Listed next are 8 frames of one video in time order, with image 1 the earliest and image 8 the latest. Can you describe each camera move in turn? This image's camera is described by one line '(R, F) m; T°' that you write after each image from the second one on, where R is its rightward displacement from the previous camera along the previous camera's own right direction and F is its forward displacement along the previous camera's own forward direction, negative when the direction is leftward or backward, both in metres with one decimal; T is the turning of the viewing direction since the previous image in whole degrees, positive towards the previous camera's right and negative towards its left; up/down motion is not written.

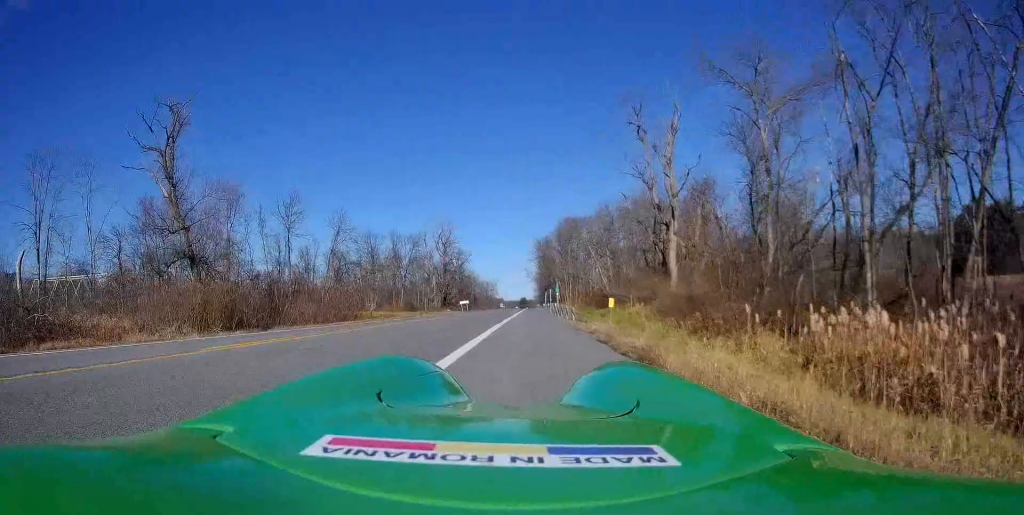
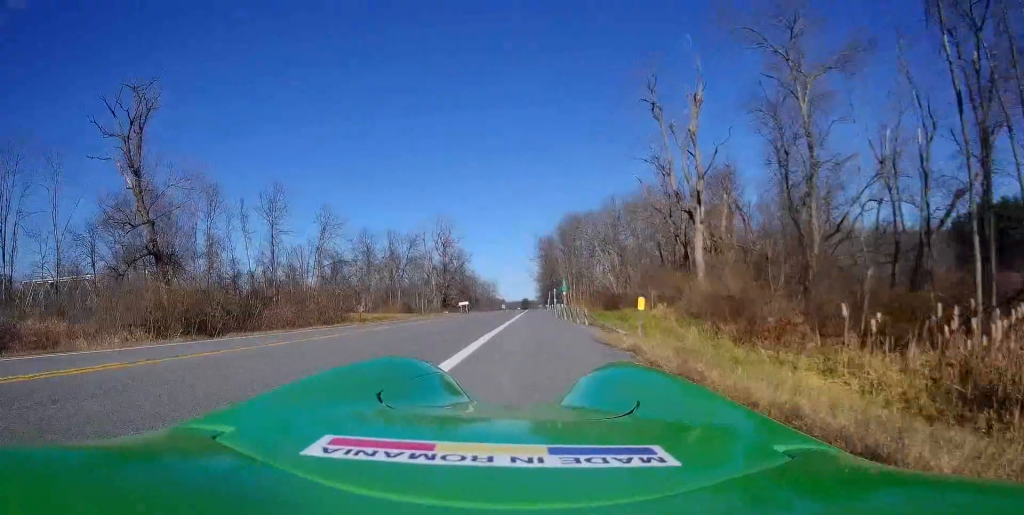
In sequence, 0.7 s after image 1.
(+0.2, +4.9) m; +2°
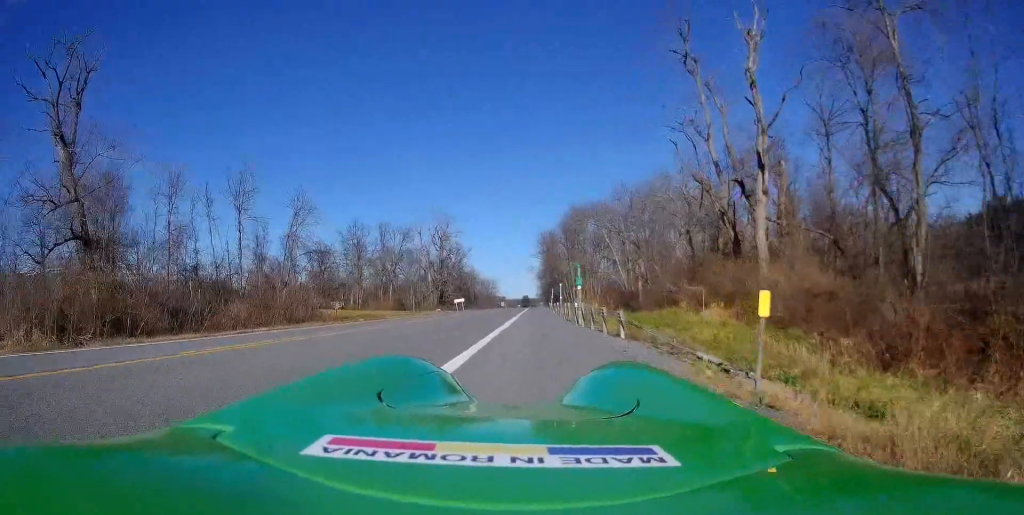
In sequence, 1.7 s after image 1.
(0.0, +7.4) m; -1°
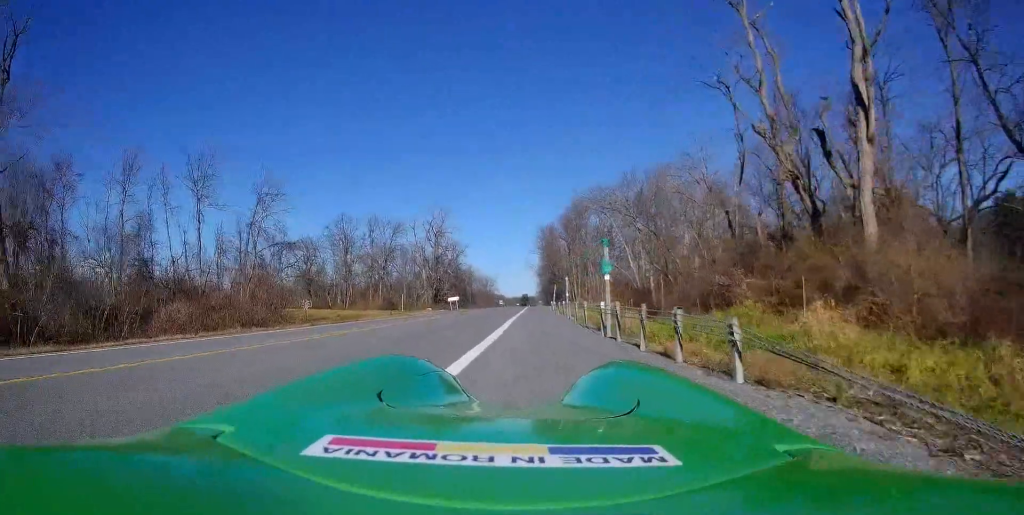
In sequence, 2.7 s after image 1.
(-0.1, +7.1) m; -3°
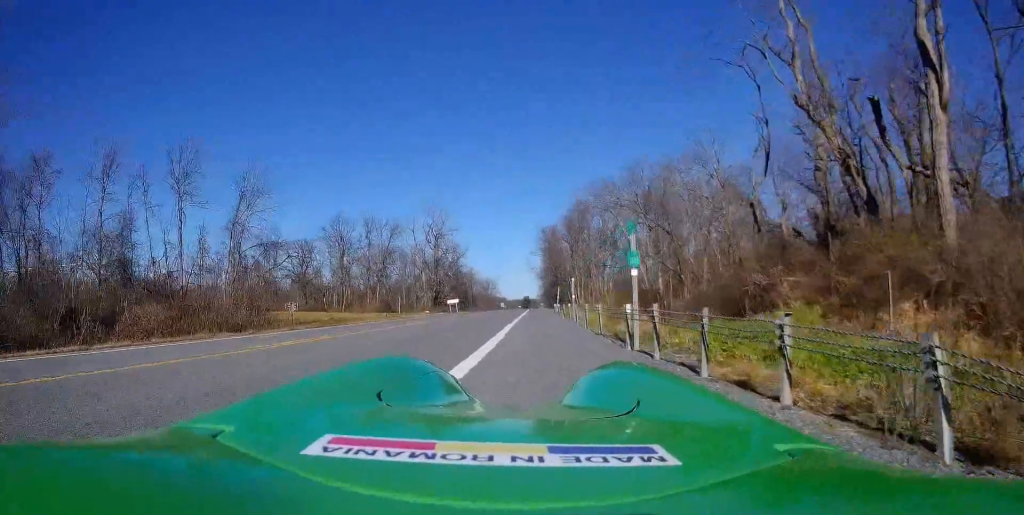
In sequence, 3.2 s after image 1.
(-0.1, +3.2) m; -2°
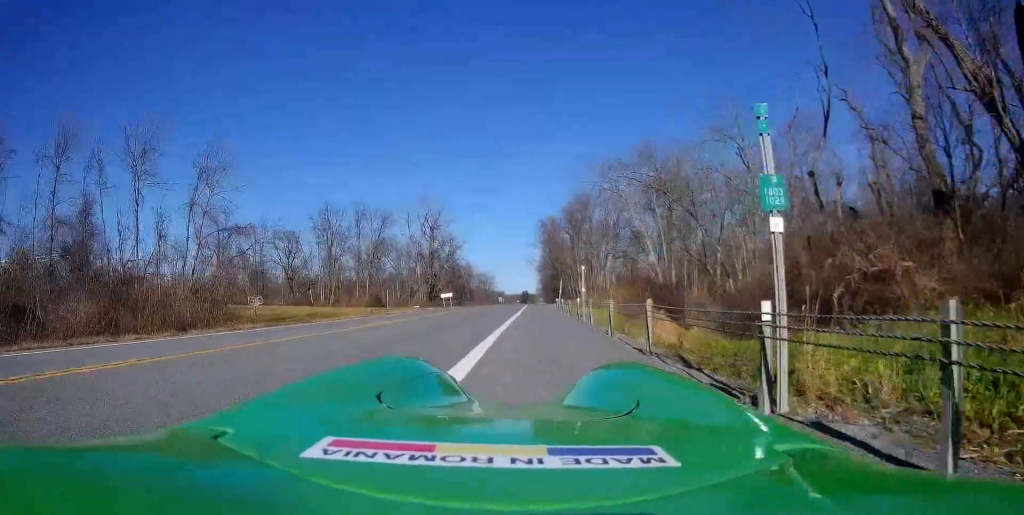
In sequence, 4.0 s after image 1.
(-0.1, +5.6) m; -1°
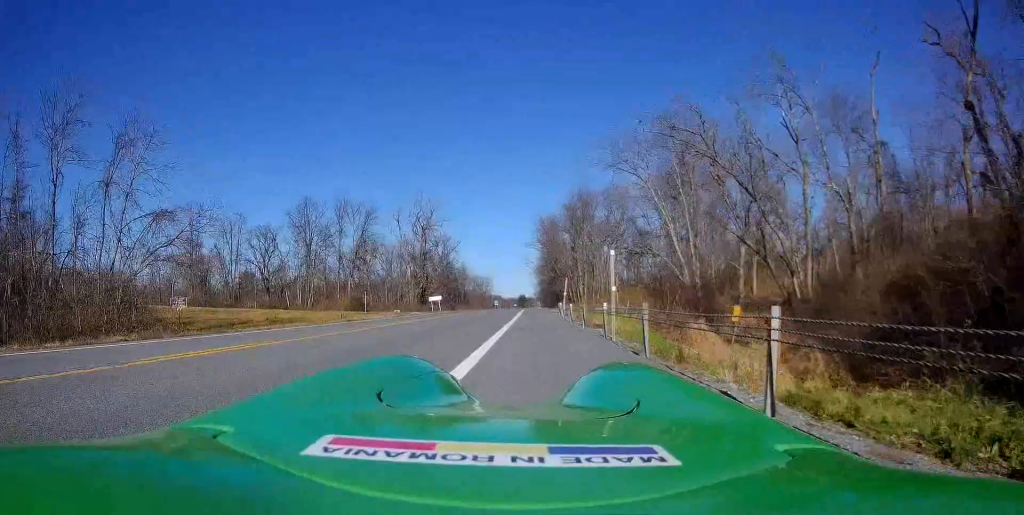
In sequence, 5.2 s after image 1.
(0.0, +8.6) m; +2°
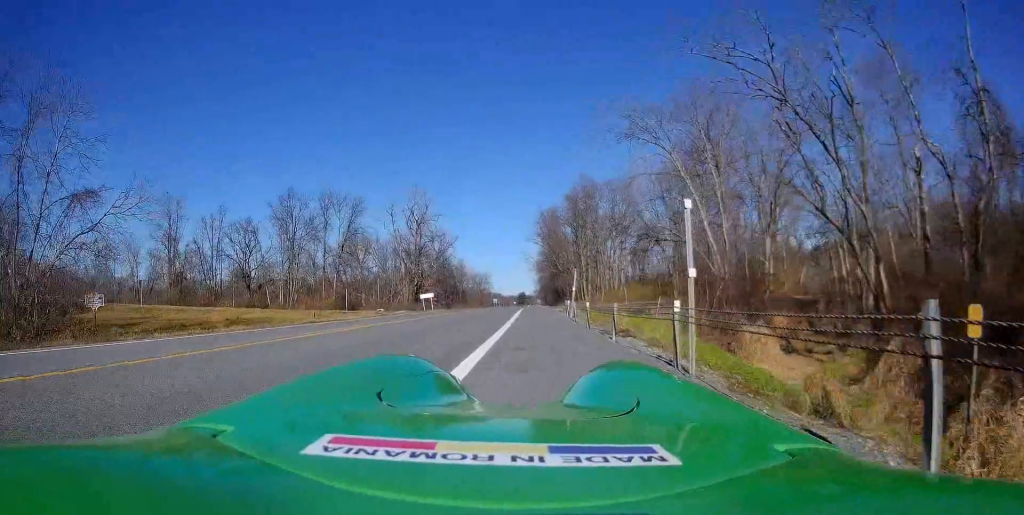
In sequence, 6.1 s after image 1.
(+0.2, +6.6) m; +1°
